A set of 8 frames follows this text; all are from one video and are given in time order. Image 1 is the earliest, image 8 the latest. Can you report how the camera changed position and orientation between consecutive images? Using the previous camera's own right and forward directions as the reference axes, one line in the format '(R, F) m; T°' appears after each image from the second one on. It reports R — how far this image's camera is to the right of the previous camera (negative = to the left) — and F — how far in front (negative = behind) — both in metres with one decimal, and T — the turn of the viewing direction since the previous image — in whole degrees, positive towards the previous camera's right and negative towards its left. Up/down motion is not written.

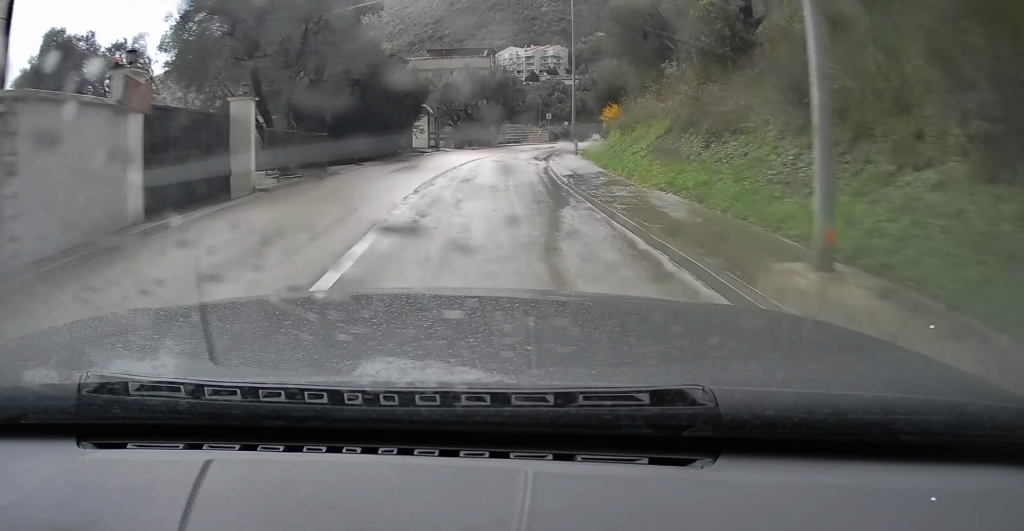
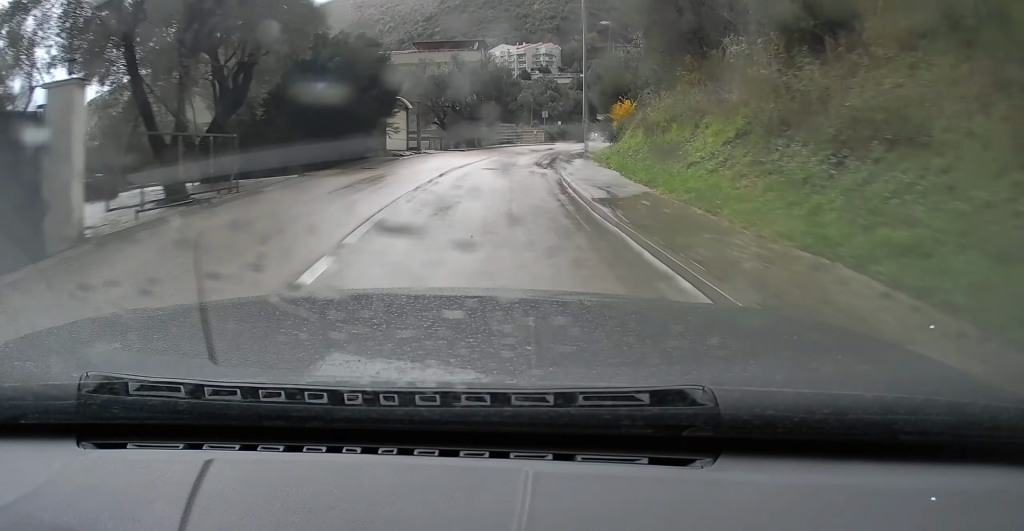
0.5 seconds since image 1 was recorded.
(0.0, +6.6) m; 0°
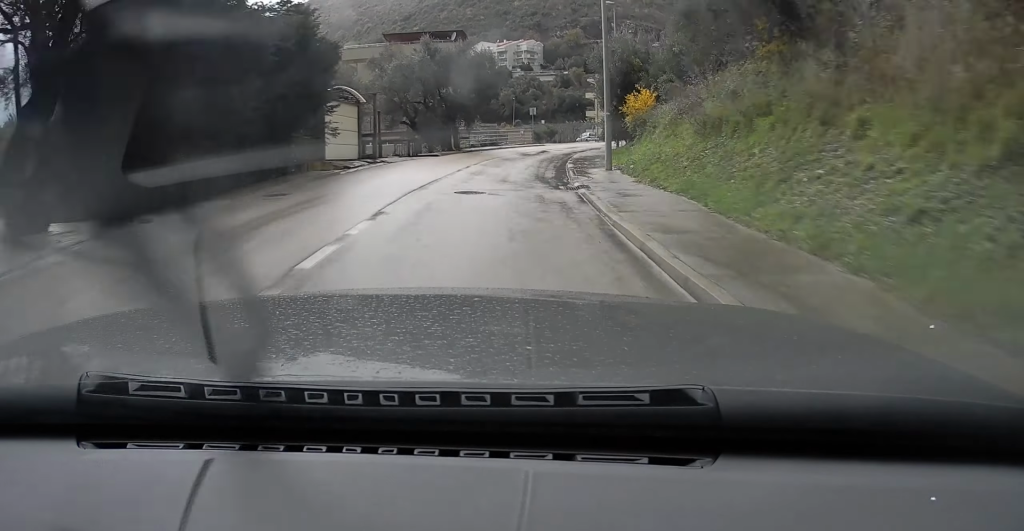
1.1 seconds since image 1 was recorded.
(0.0, +8.5) m; 0°
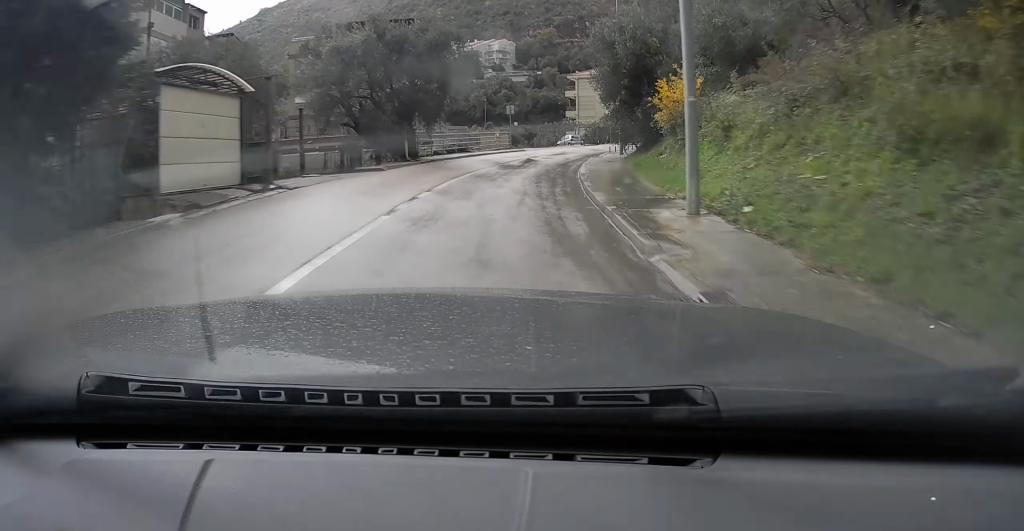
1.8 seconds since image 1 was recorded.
(0.0, +9.9) m; +1°
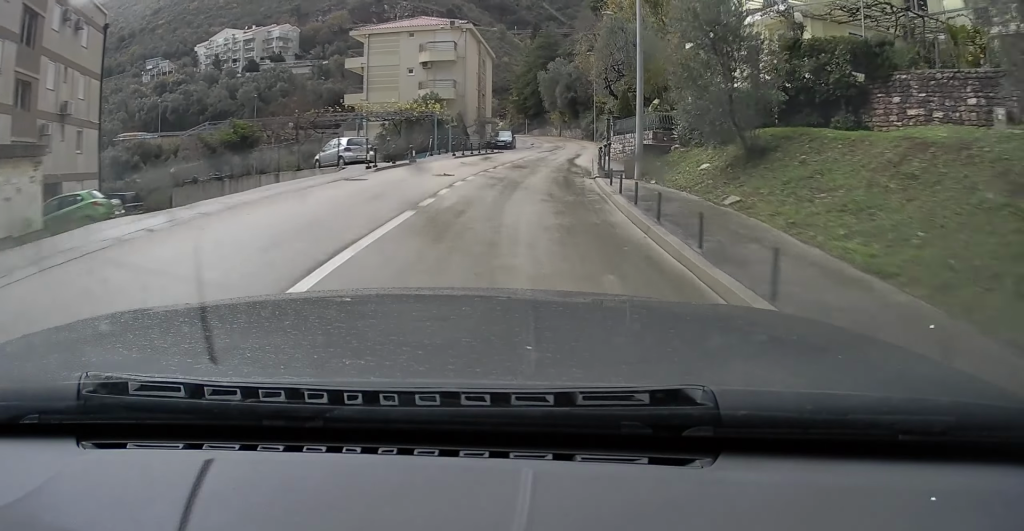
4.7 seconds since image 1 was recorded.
(+5.4, +41.0) m; +17°
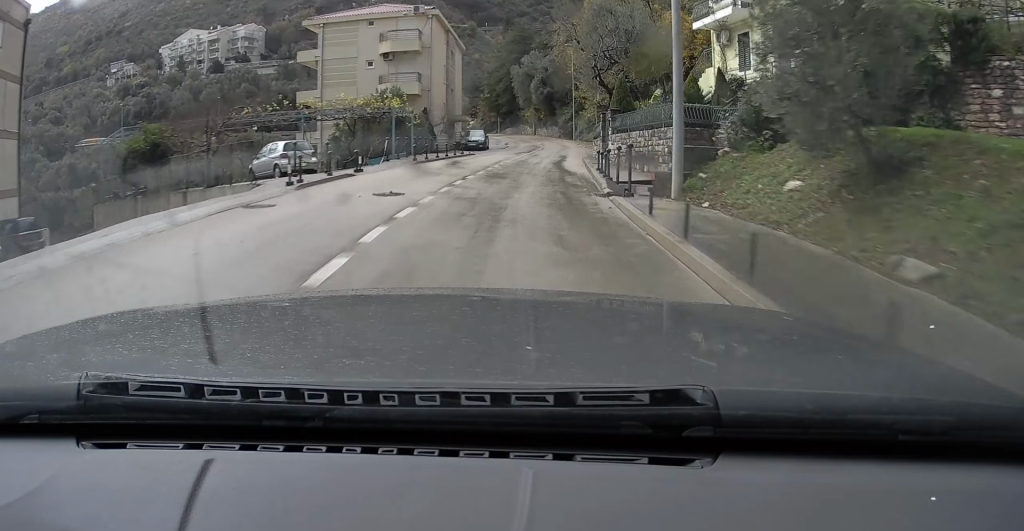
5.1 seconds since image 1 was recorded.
(+0.1, +5.5) m; +2°
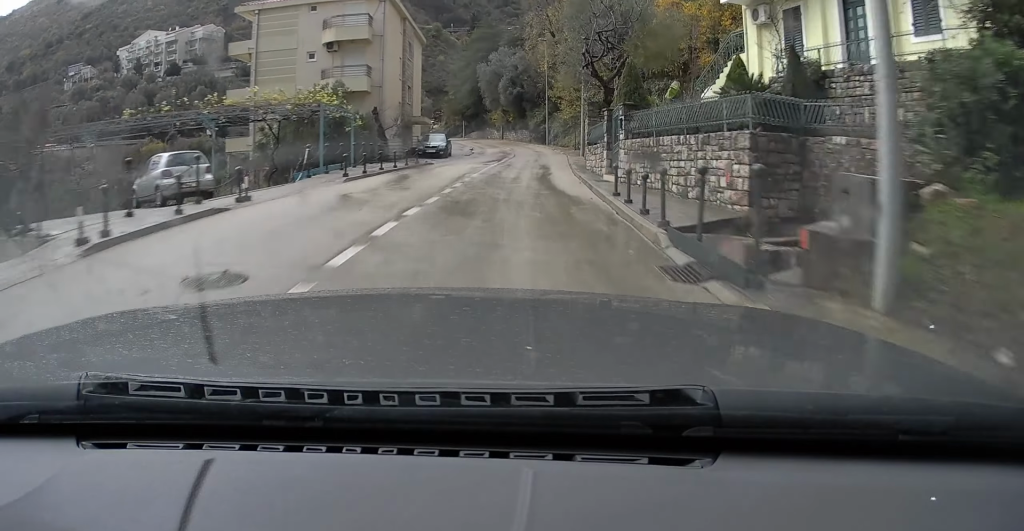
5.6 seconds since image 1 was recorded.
(+0.2, +6.8) m; +3°
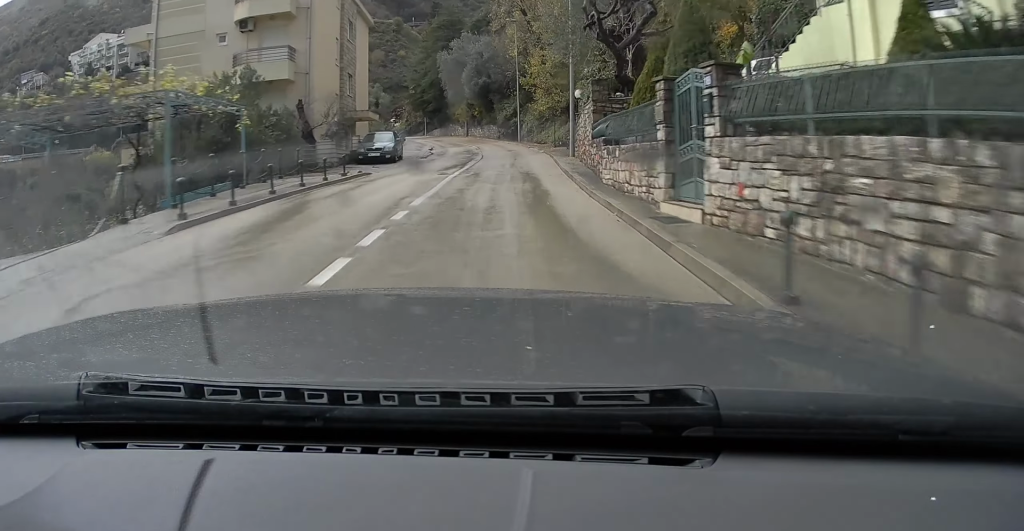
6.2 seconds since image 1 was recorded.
(+0.2, +8.2) m; +3°
